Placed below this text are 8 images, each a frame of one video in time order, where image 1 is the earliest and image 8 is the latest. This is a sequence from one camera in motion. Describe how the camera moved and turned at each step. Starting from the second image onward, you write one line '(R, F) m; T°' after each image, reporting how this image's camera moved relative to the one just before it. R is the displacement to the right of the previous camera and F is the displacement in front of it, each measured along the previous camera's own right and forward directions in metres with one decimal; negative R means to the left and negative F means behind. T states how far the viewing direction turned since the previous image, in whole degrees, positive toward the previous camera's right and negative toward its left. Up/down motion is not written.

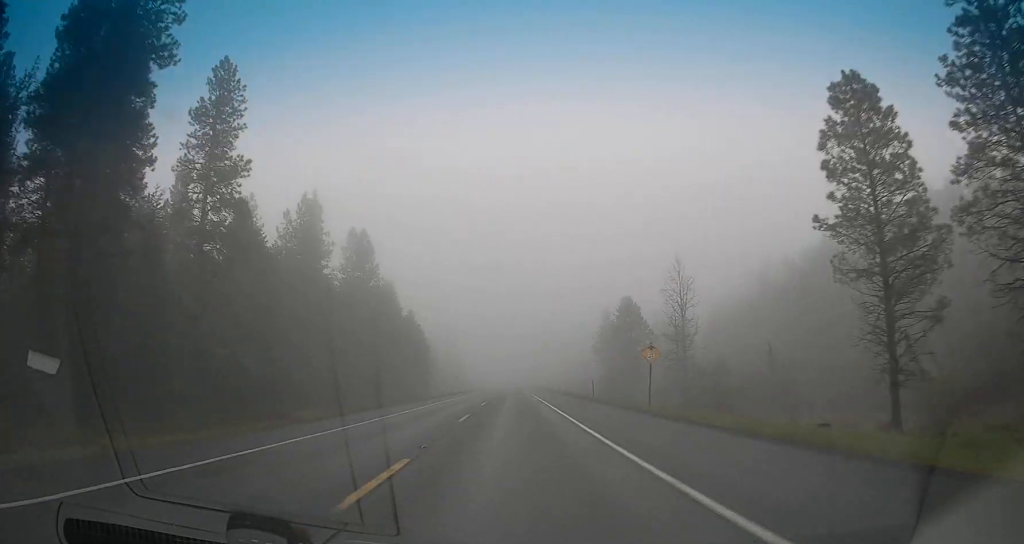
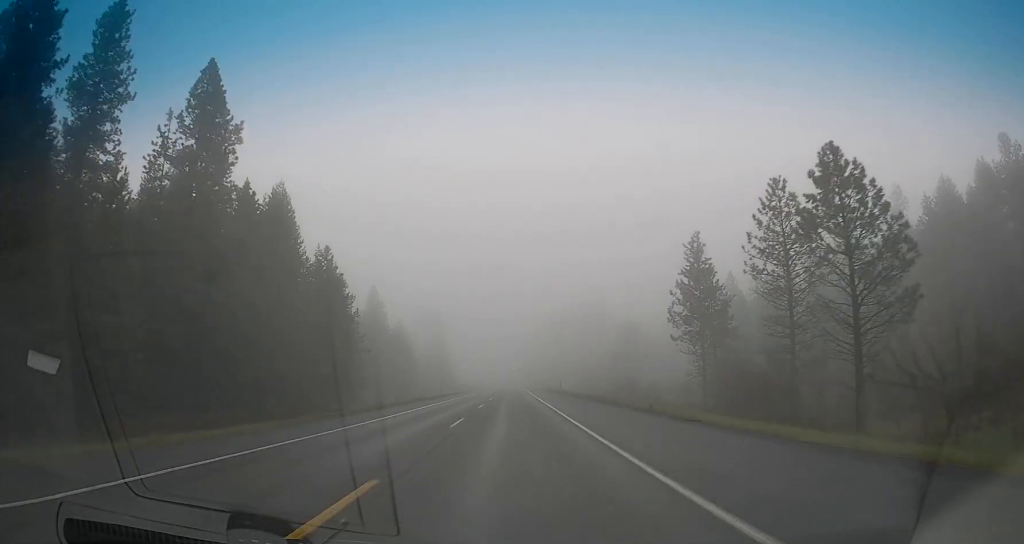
(+0.3, +63.0) m; 0°
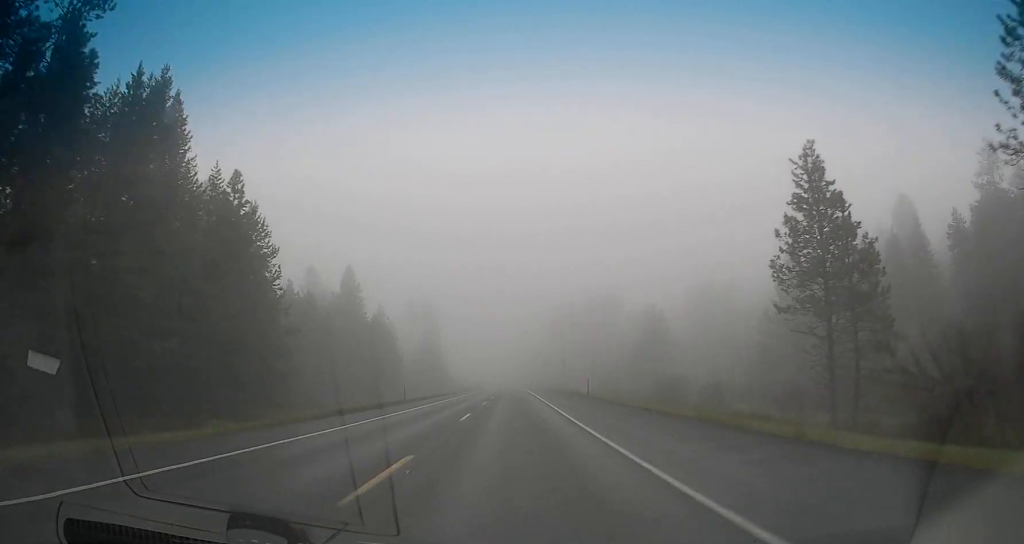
(-0.1, +27.5) m; 0°
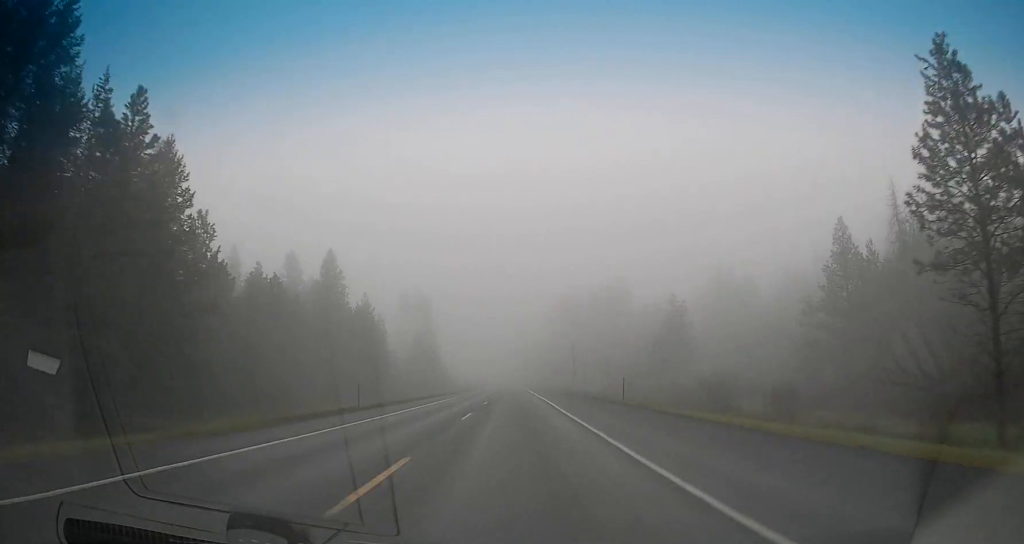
(-0.2, +15.9) m; 0°
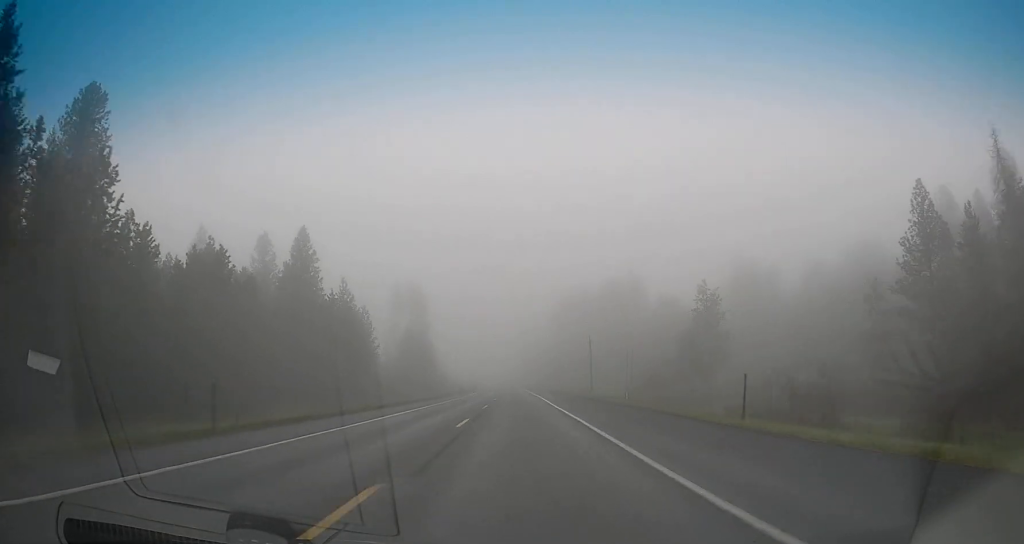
(+0.2, +18.4) m; 0°
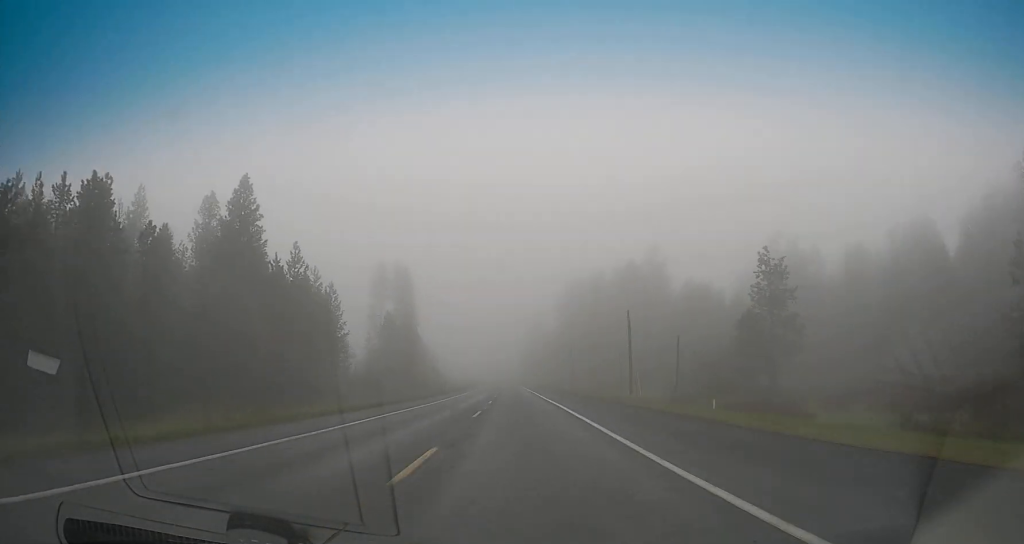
(-0.1, +25.9) m; 0°
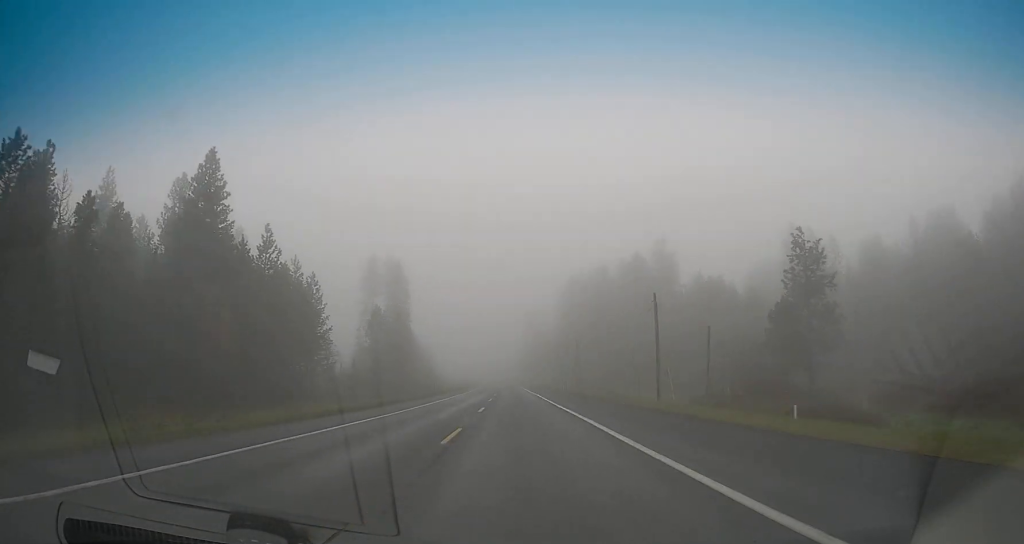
(0.0, +10.2) m; 0°
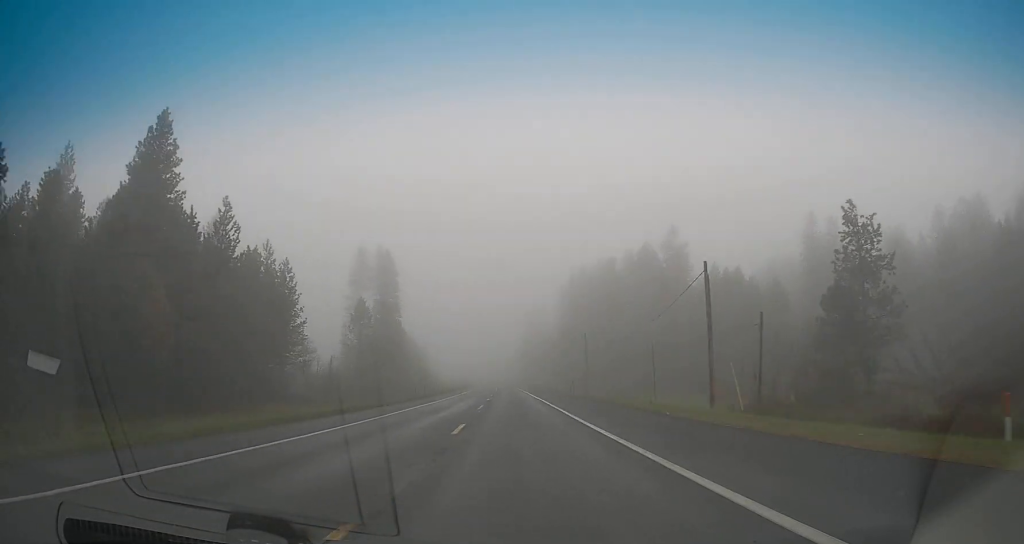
(0.0, +11.9) m; 0°
